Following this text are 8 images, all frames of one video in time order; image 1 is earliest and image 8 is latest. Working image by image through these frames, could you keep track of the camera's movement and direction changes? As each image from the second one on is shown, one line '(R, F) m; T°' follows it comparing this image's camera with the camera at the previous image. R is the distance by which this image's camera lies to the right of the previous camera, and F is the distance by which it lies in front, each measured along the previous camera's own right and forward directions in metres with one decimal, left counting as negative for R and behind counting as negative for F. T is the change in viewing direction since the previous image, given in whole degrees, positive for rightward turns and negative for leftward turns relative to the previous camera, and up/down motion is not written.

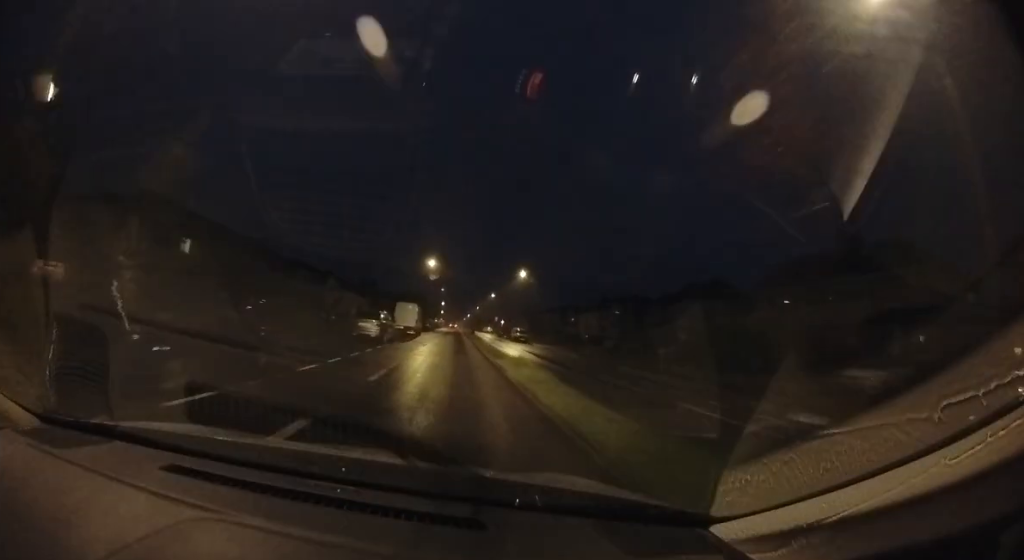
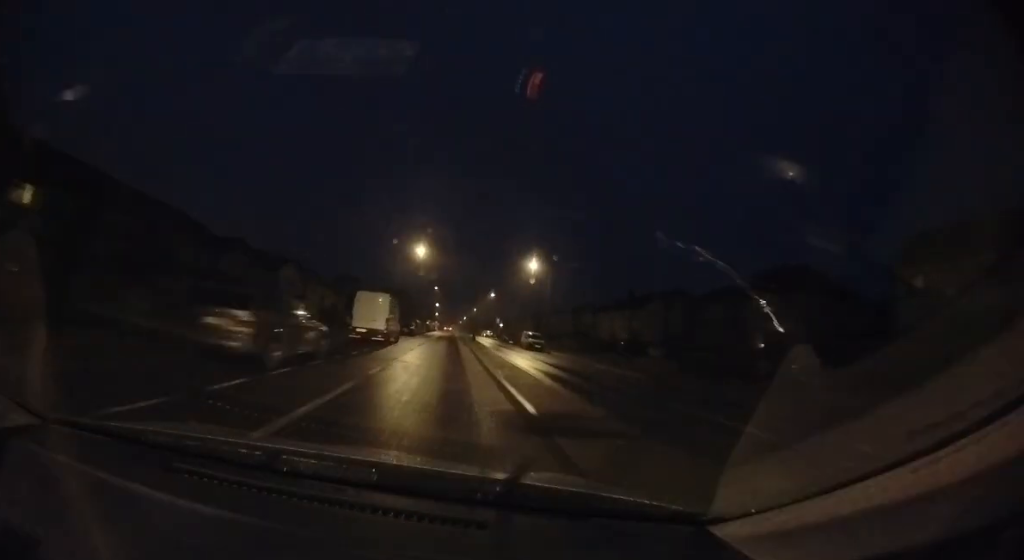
(0.0, +11.0) m; 0°
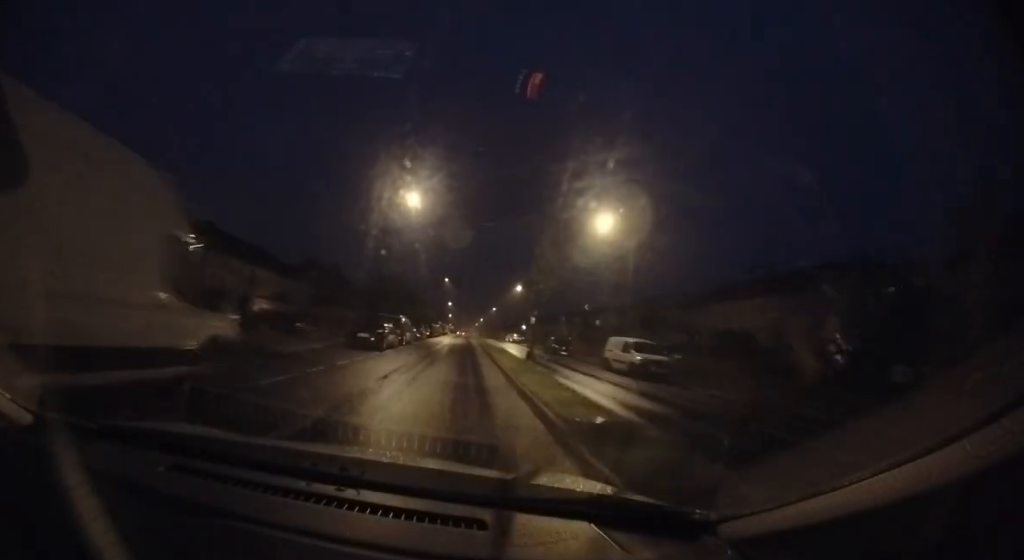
(0.0, +19.7) m; 0°
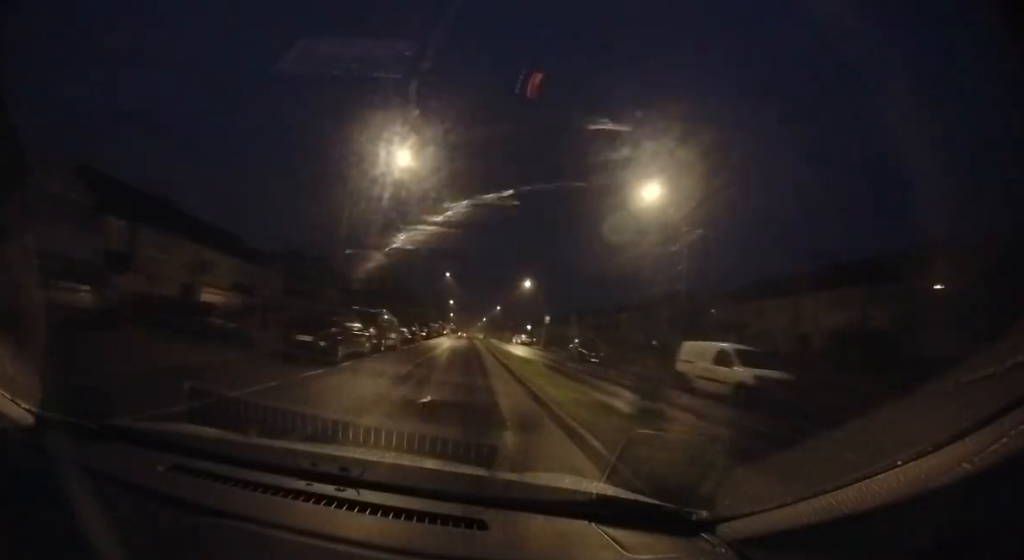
(0.0, +6.6) m; 0°
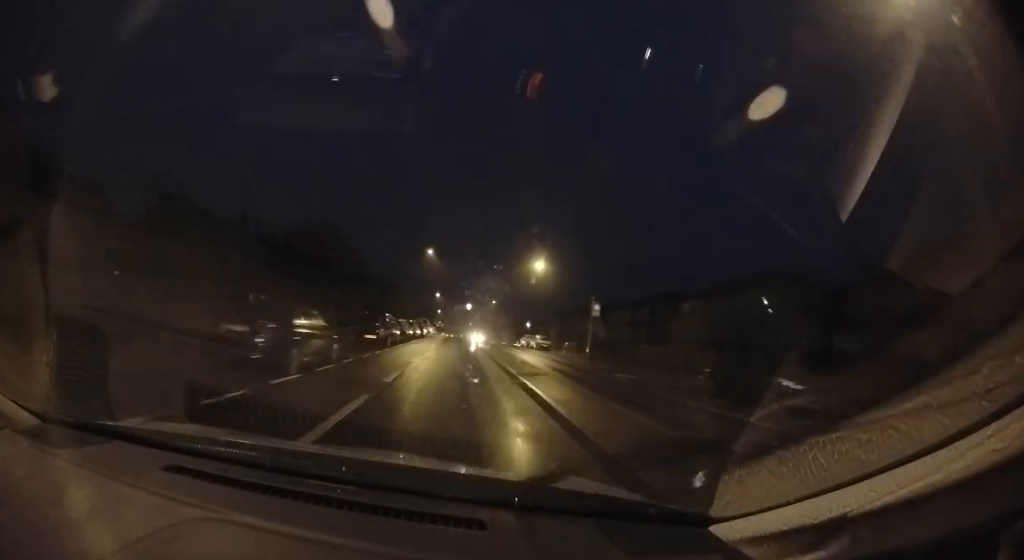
(-0.1, +17.0) m; 0°
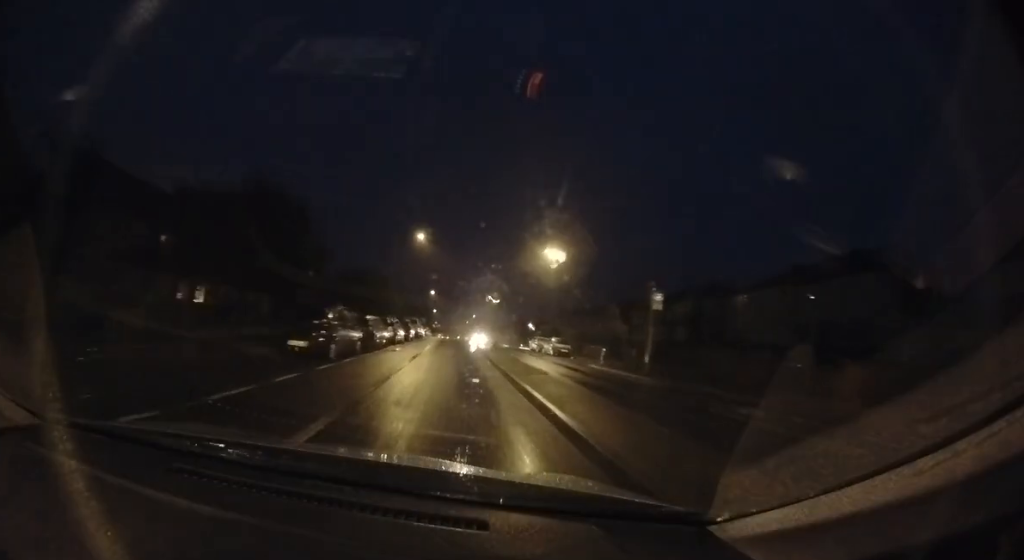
(0.0, +7.8) m; 0°
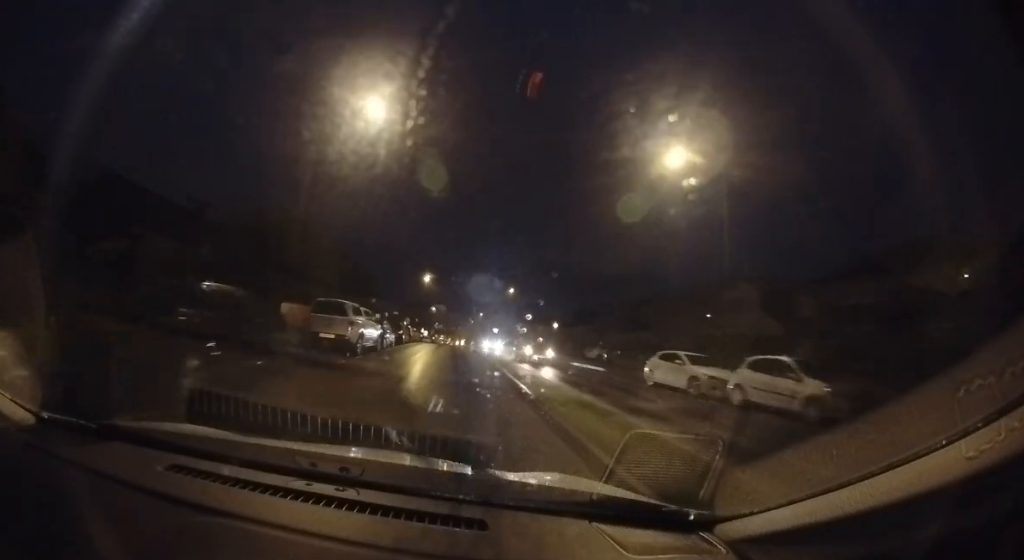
(+0.5, +22.8) m; 0°
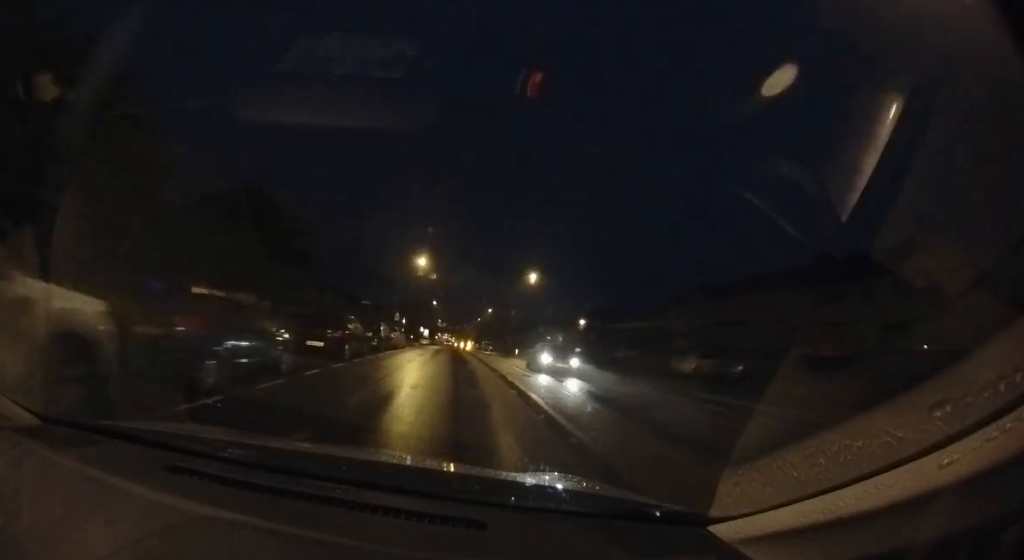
(-0.5, +14.2) m; -2°
